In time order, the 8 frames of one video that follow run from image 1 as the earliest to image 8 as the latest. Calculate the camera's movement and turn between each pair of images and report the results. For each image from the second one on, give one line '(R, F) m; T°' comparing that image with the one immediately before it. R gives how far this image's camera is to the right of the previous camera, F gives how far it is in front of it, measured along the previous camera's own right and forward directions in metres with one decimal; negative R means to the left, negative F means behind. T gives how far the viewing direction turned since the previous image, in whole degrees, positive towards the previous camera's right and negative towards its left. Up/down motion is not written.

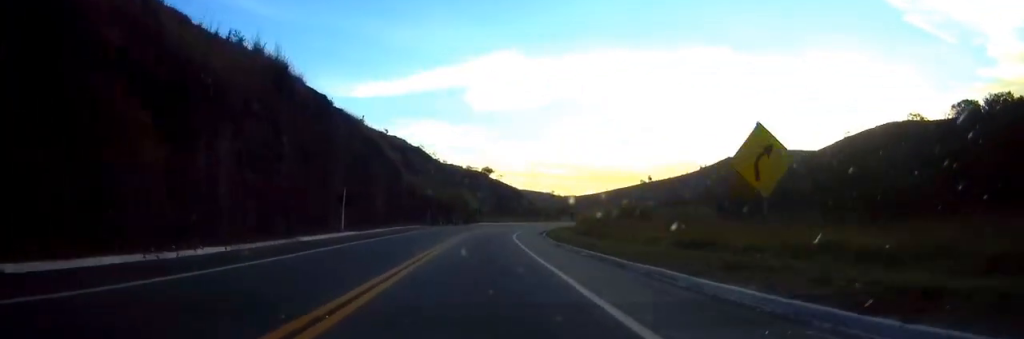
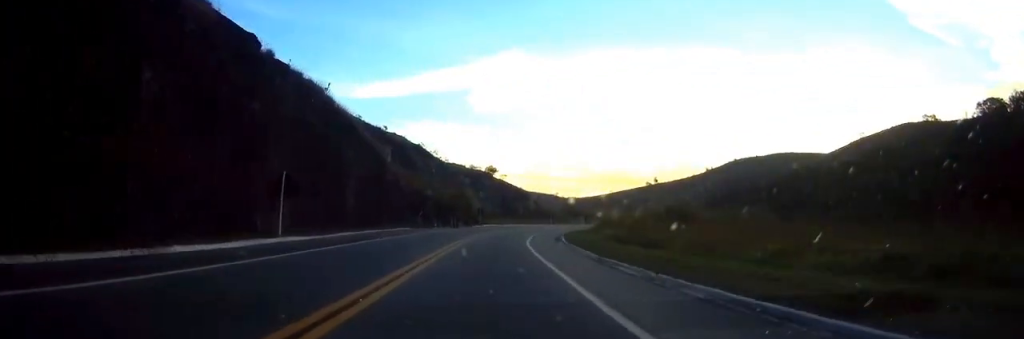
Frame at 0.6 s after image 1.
(-0.1, +14.4) m; 0°
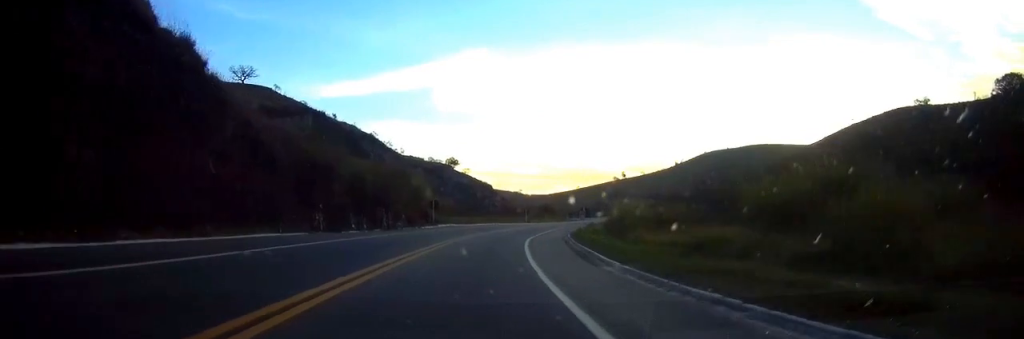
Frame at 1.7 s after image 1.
(+0.7, +29.6) m; +3°
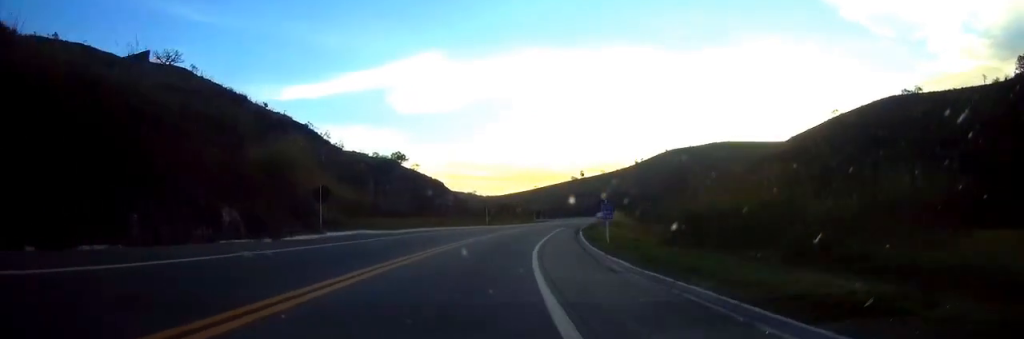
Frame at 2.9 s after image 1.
(+1.2, +32.1) m; +4°
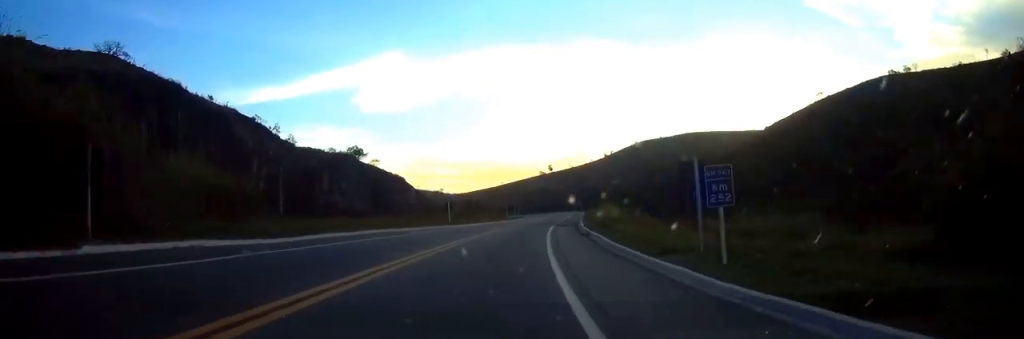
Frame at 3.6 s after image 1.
(+0.3, +19.9) m; +2°
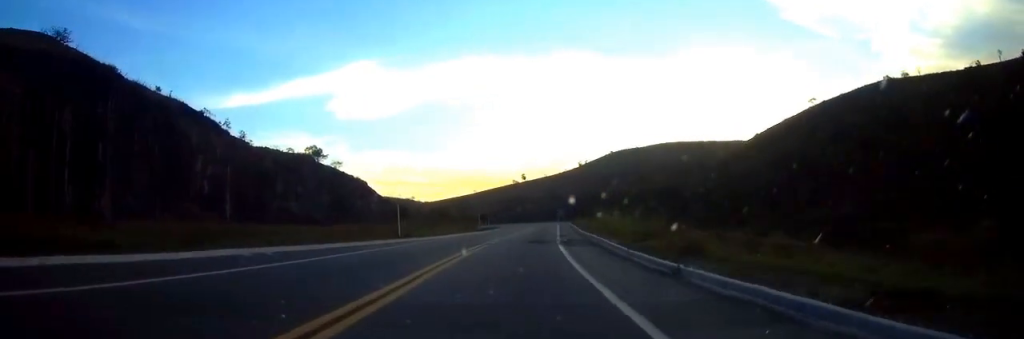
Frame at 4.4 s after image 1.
(+0.5, +20.2) m; +3°
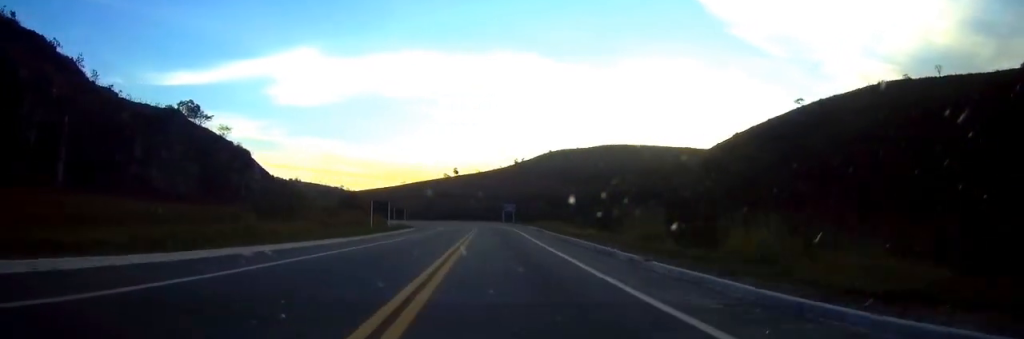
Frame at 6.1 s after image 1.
(+2.5, +49.6) m; +5°
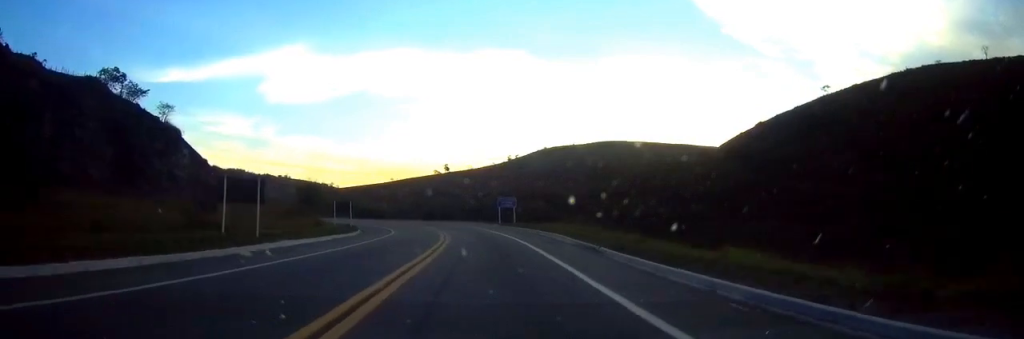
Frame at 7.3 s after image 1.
(+0.4, +31.8) m; 0°
